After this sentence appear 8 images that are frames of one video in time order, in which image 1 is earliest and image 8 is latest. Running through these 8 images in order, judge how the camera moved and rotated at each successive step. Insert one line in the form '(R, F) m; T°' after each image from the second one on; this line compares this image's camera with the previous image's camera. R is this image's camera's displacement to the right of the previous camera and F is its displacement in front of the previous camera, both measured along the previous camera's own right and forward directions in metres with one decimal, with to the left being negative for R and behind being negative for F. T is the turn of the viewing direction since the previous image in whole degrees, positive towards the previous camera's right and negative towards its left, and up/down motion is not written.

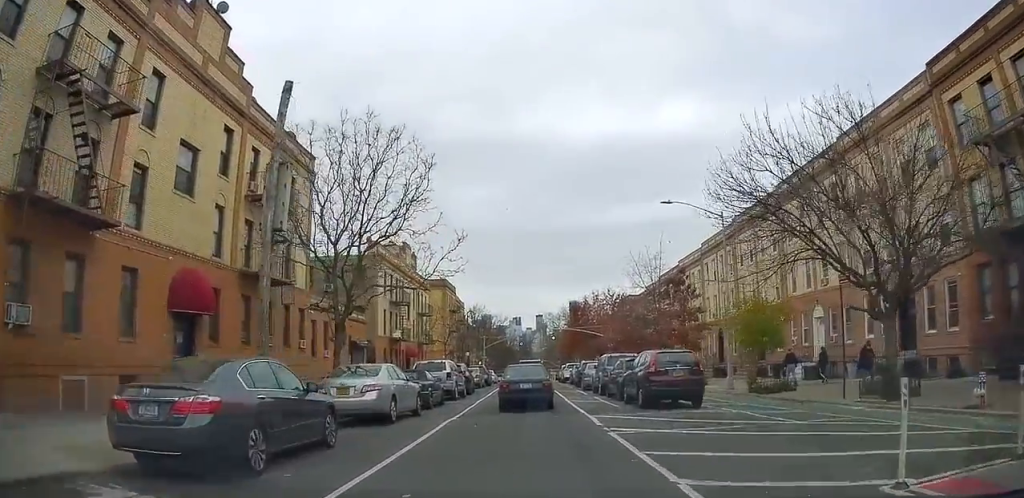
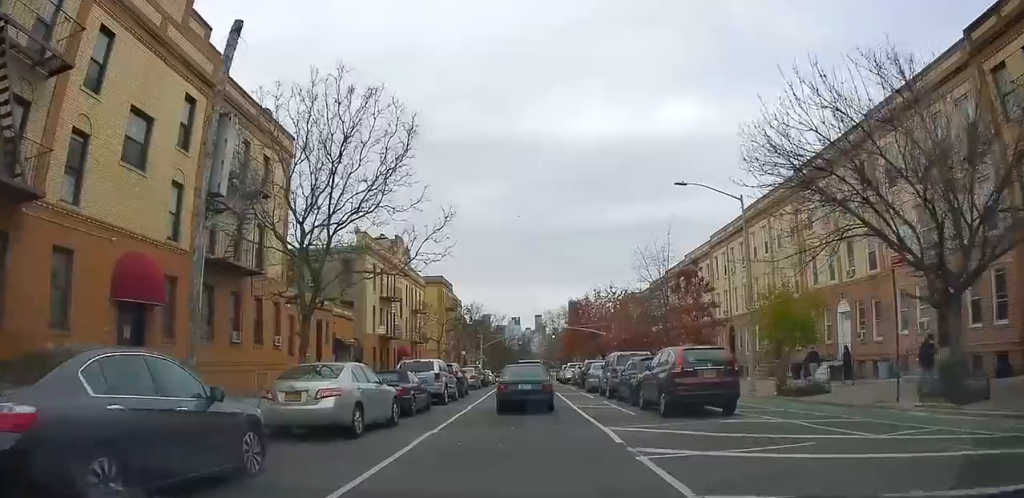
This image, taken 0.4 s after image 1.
(-0.1, +2.7) m; -2°
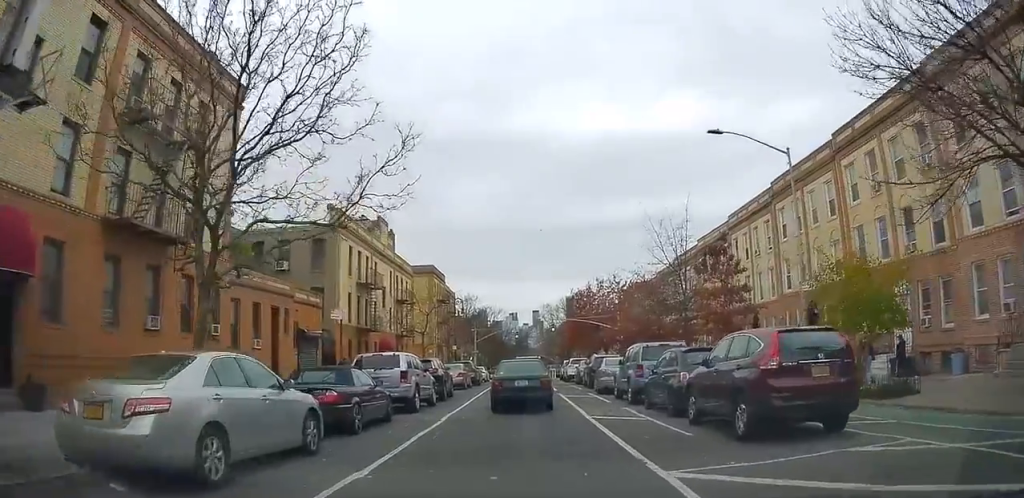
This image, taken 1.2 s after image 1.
(-0.4, +4.9) m; 0°
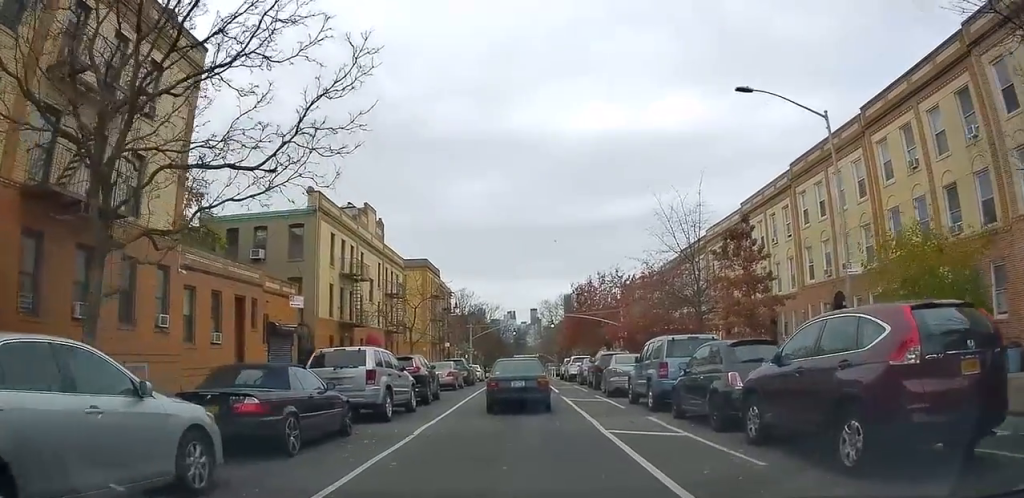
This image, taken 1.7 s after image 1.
(+0.3, +2.8) m; +3°
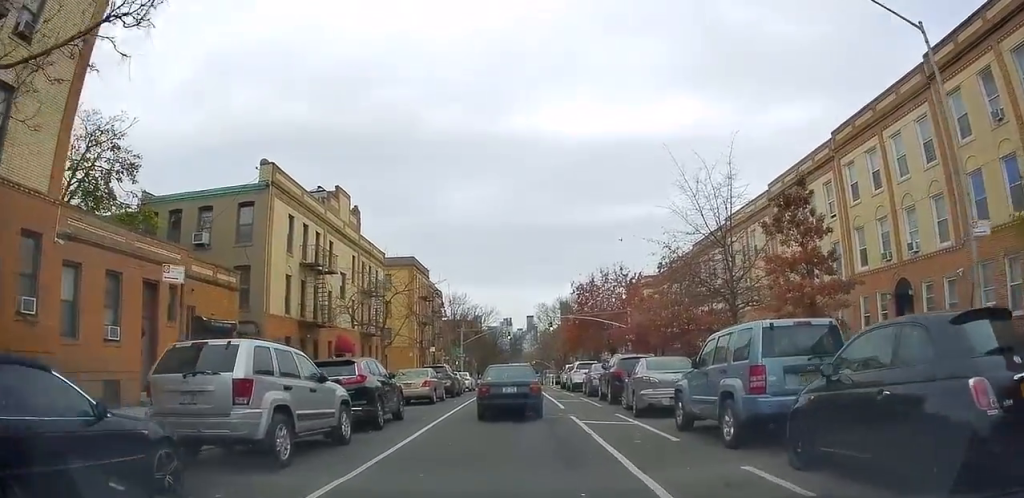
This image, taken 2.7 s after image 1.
(+0.3, +5.5) m; +1°
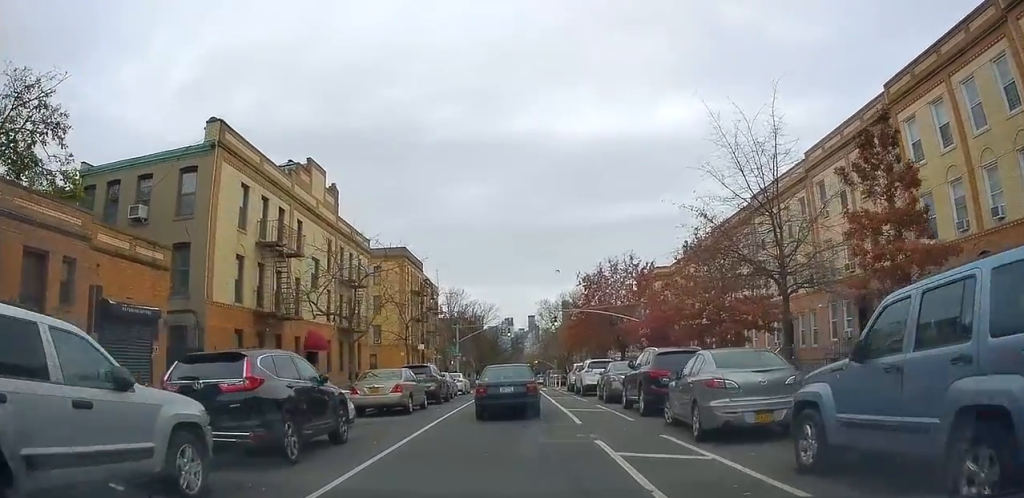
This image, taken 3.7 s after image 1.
(-0.2, +4.9) m; -3°
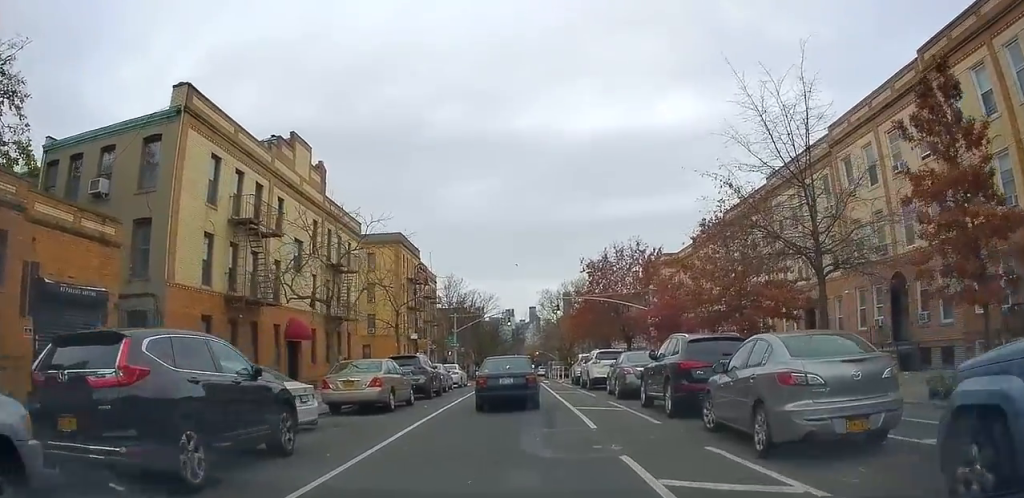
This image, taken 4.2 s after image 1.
(-0.2, +2.5) m; 0°
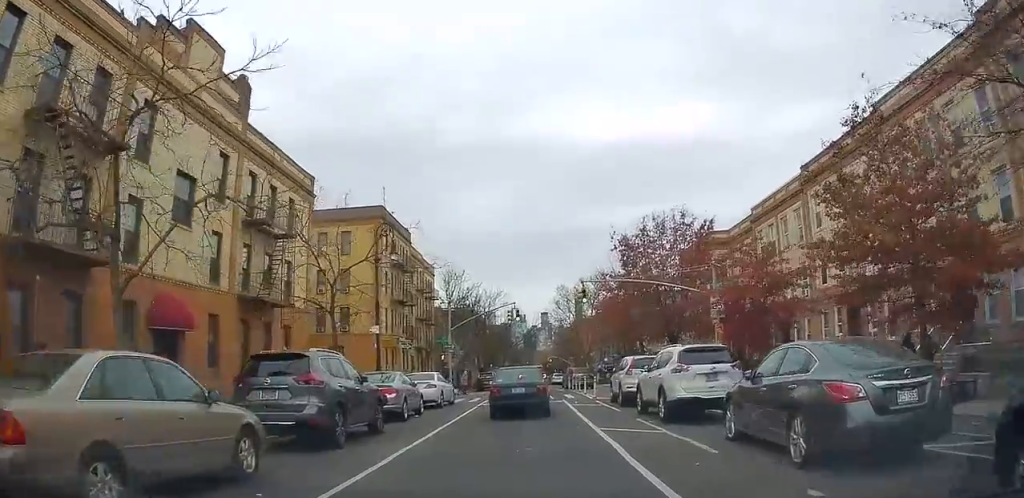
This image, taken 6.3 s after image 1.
(+0.7, +12.4) m; -2°
